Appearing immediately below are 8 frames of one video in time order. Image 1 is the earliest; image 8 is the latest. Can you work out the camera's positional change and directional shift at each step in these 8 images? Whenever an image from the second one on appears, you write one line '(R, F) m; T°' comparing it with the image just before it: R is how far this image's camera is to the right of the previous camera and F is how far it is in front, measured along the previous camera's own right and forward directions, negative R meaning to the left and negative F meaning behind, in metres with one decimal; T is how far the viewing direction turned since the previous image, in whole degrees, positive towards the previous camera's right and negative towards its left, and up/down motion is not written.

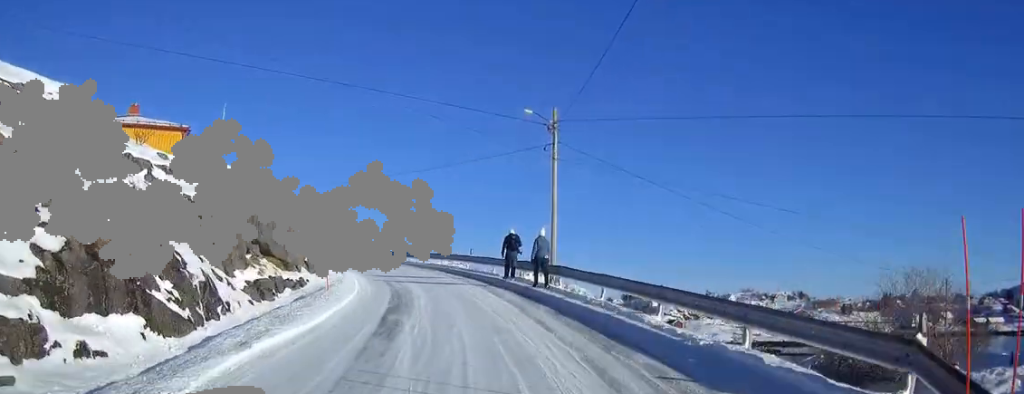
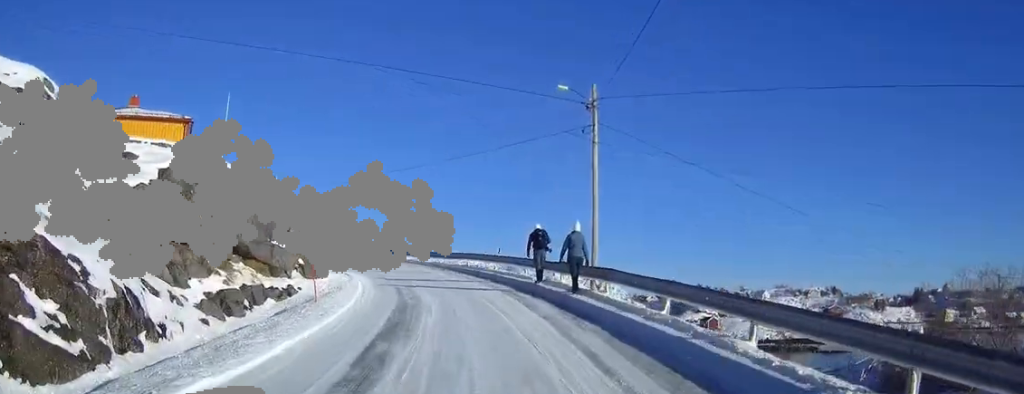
(-0.1, +4.0) m; 0°
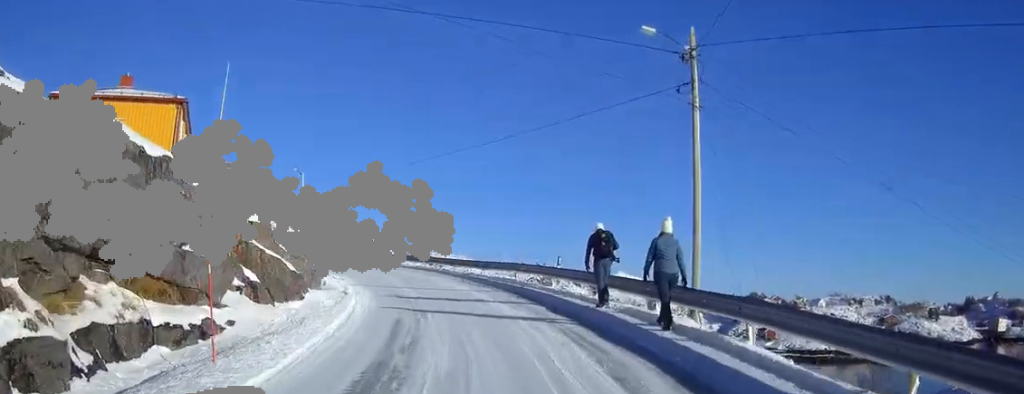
(+0.1, +7.7) m; -2°
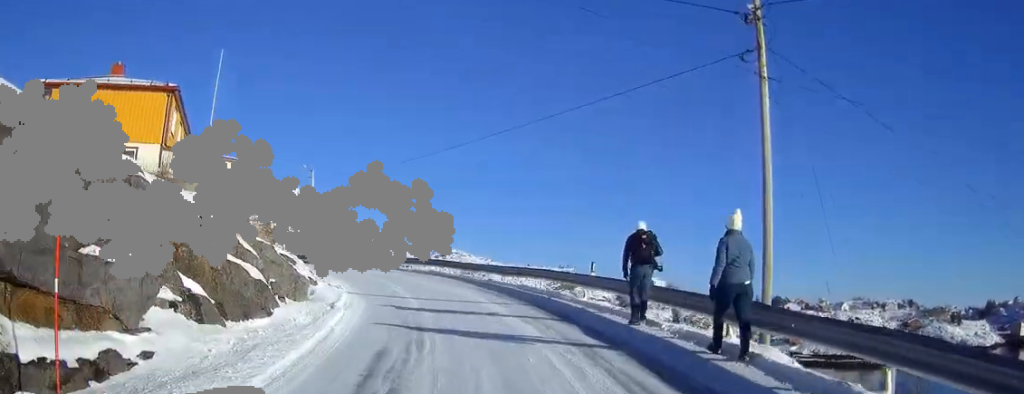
(+0.1, +3.5) m; -3°
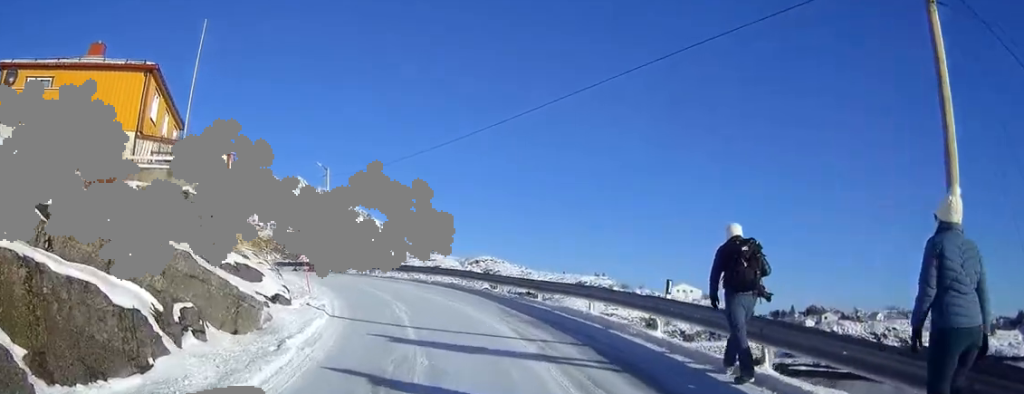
(-0.5, +5.6) m; -8°
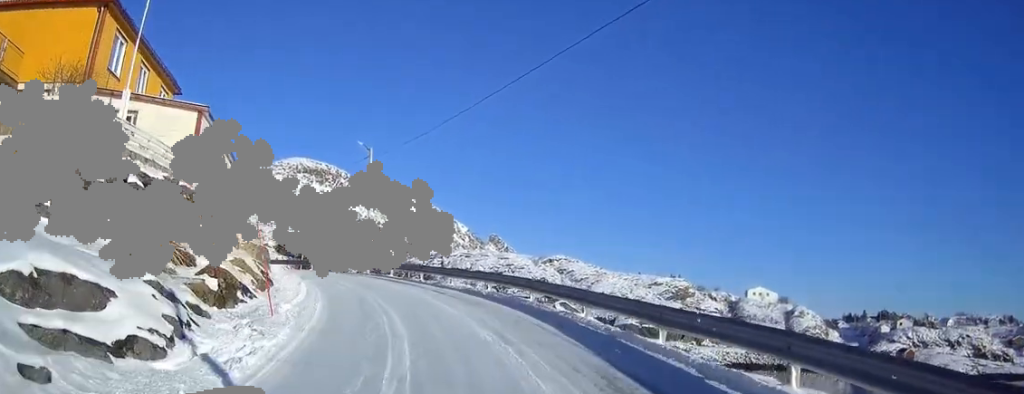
(-0.6, +8.9) m; -5°
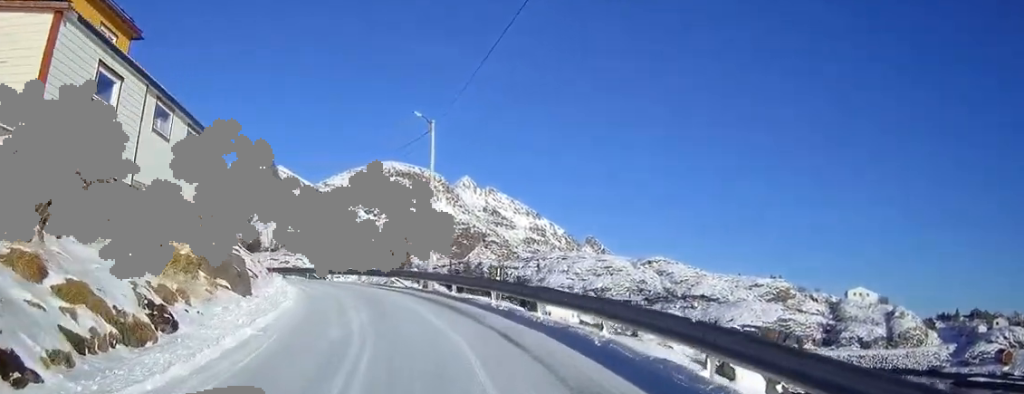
(-0.1, +10.7) m; -3°
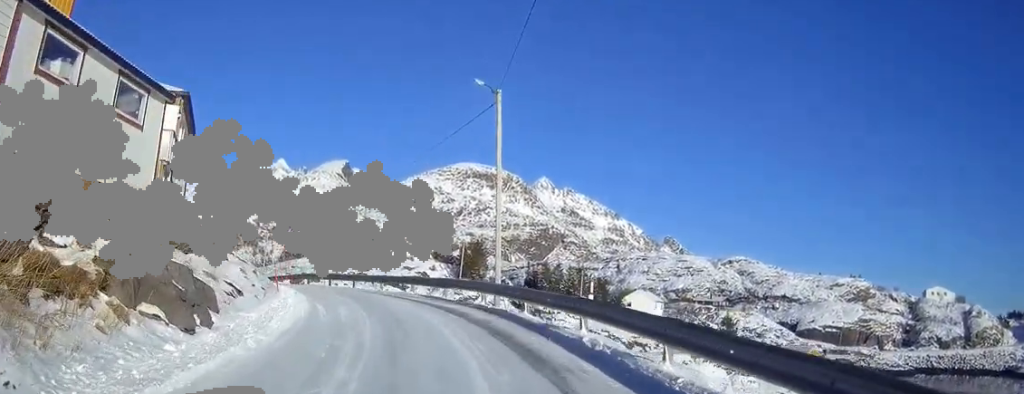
(-0.3, +6.6) m; -5°
